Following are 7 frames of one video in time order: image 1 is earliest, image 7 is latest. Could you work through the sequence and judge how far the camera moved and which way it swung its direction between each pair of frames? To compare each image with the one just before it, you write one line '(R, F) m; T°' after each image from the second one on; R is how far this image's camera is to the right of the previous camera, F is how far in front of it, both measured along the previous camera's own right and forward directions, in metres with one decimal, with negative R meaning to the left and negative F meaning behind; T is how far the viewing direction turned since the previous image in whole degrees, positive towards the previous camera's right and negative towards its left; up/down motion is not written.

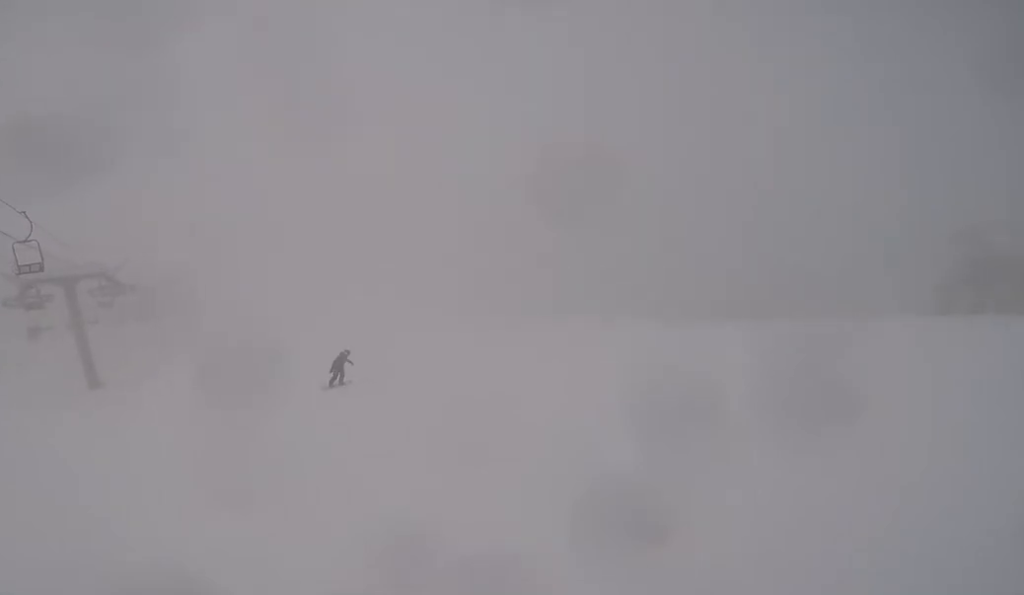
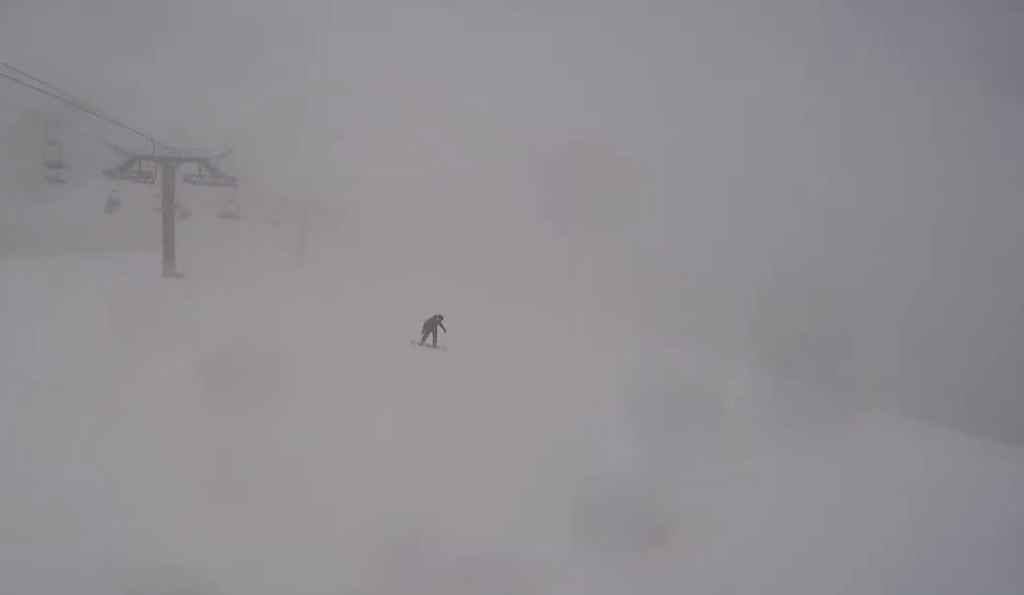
(+3.5, +10.2) m; -11°
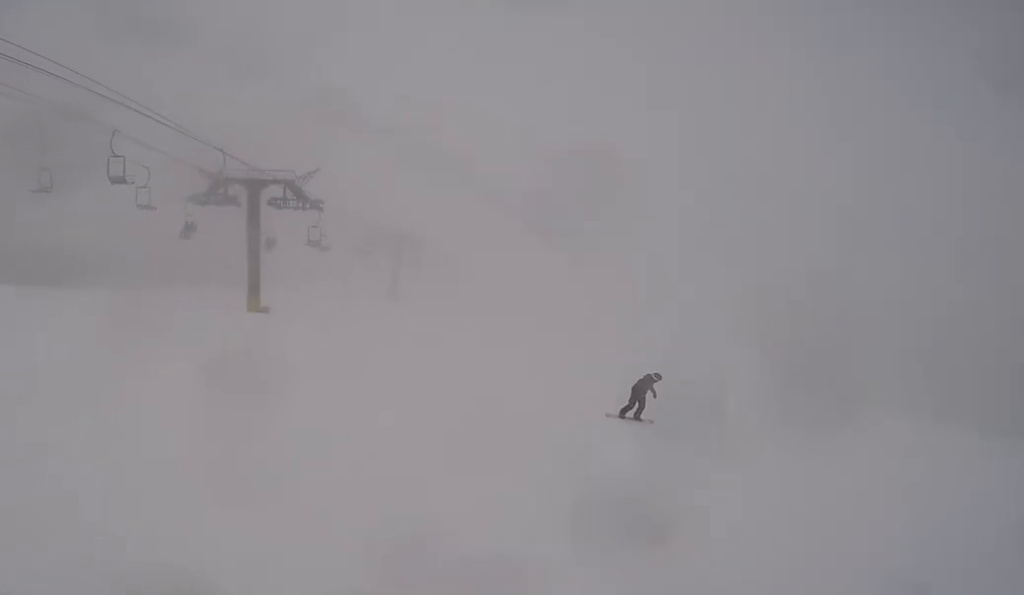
(-1.8, +4.0) m; -29°
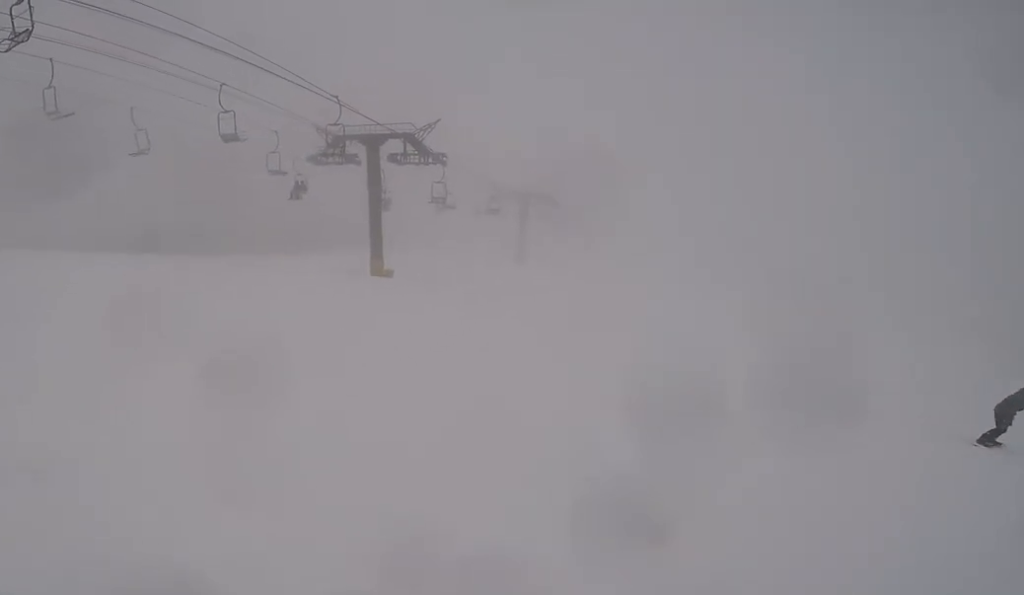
(-0.6, +3.3) m; -9°
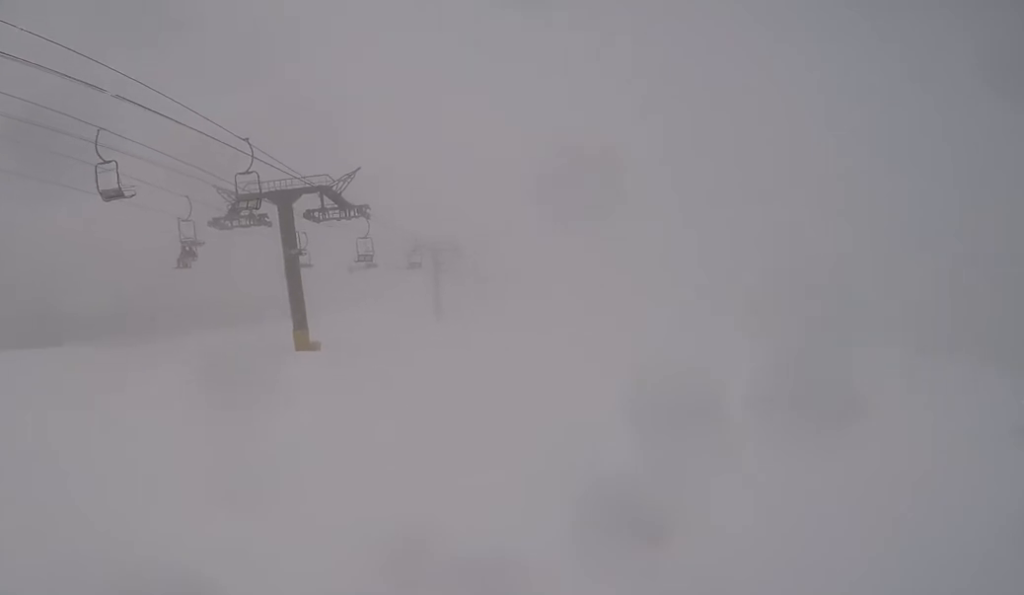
(-0.3, +3.9) m; -1°
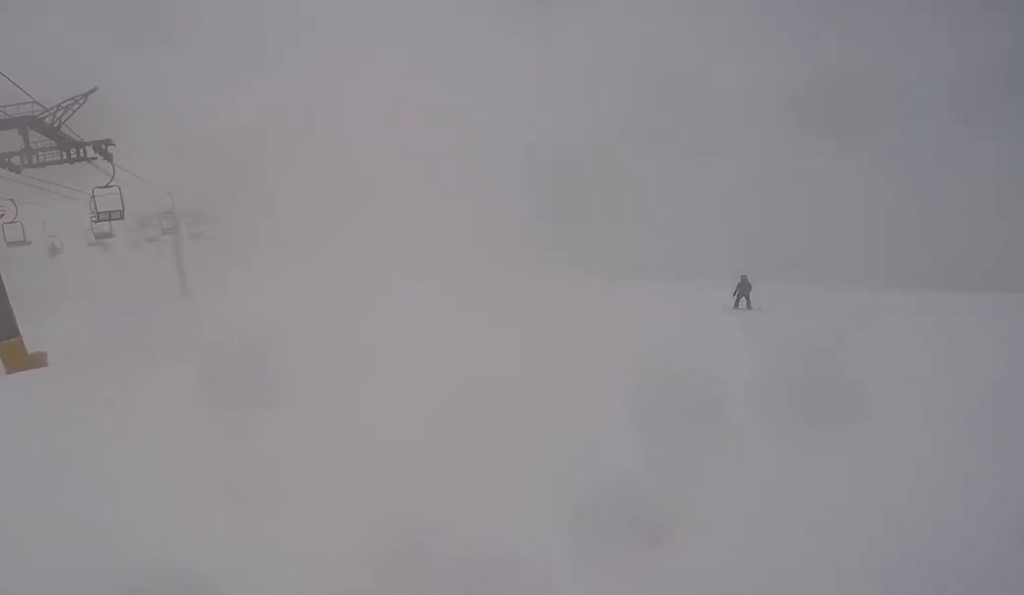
(+0.9, +7.1) m; +24°
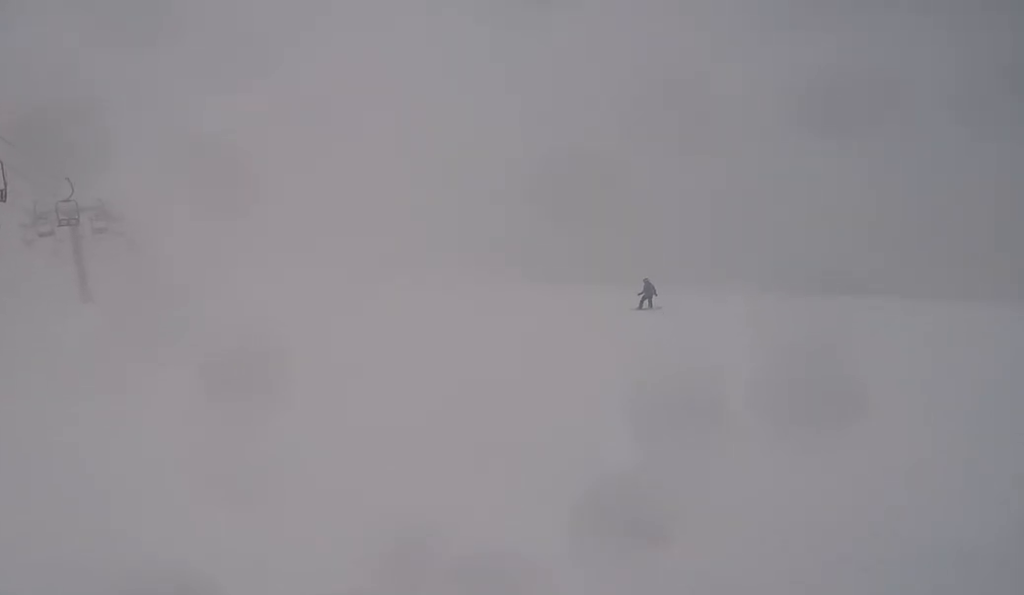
(-0.3, +2.7) m; +13°
